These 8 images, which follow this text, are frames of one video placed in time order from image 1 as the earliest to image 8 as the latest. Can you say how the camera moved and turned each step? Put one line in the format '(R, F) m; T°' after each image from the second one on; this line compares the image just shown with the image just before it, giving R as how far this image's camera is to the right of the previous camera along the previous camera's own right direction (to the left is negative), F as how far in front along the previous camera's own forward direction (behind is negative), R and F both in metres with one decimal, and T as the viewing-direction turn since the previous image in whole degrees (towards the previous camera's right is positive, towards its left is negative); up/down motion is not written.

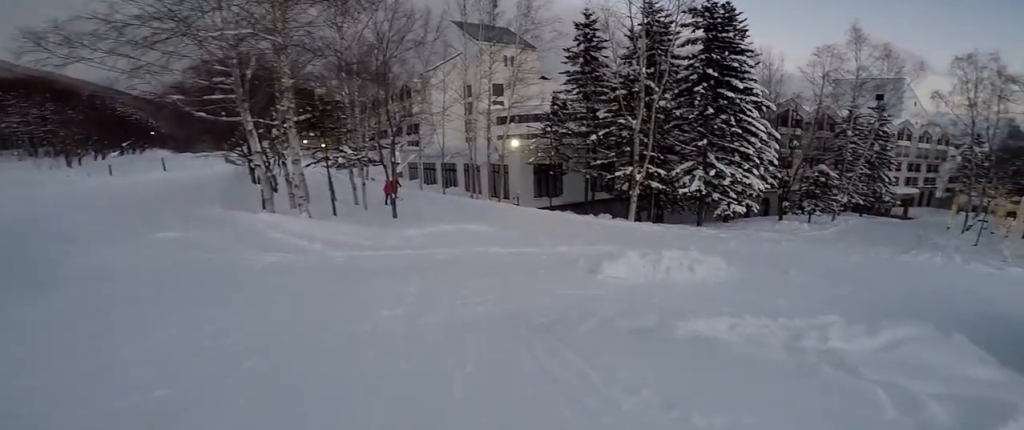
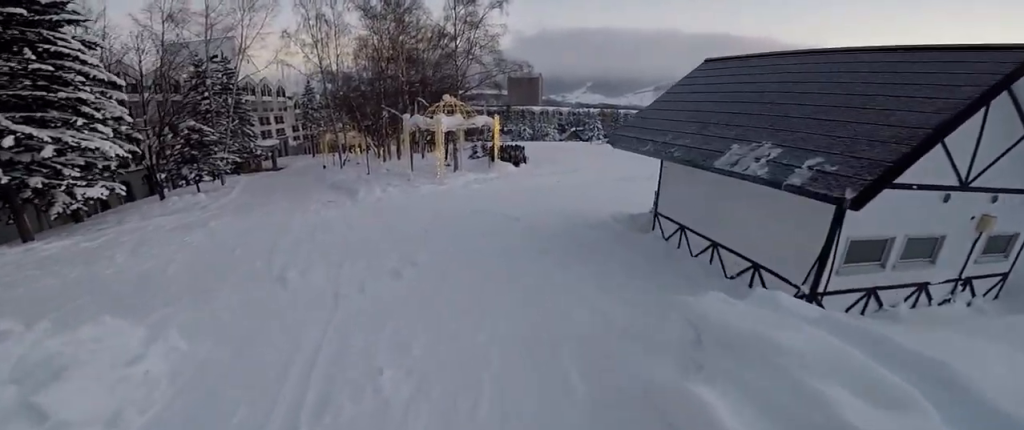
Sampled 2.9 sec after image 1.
(+7.1, +8.5) m; +50°
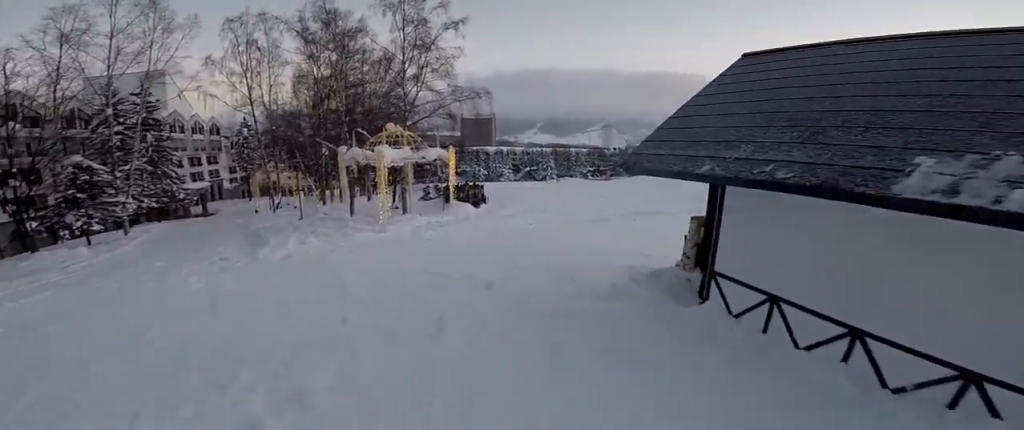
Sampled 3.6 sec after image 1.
(-0.2, +3.1) m; -6°
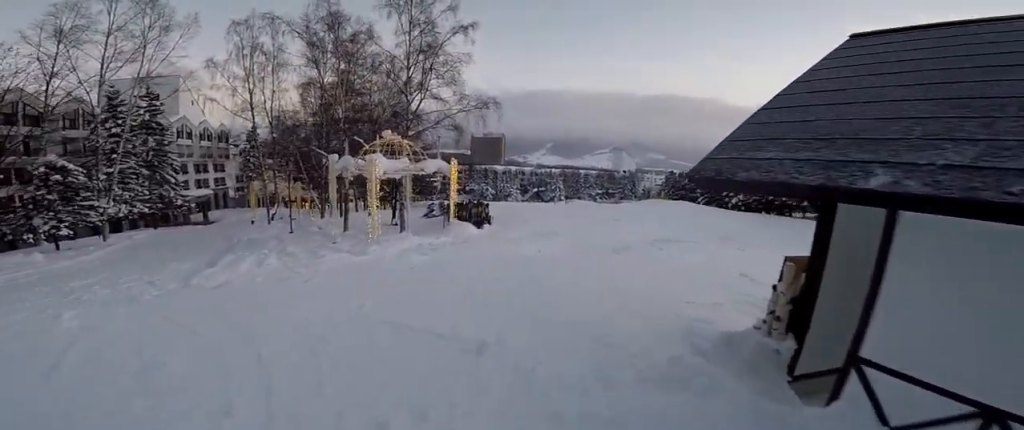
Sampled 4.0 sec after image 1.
(-0.1, +1.9) m; -2°
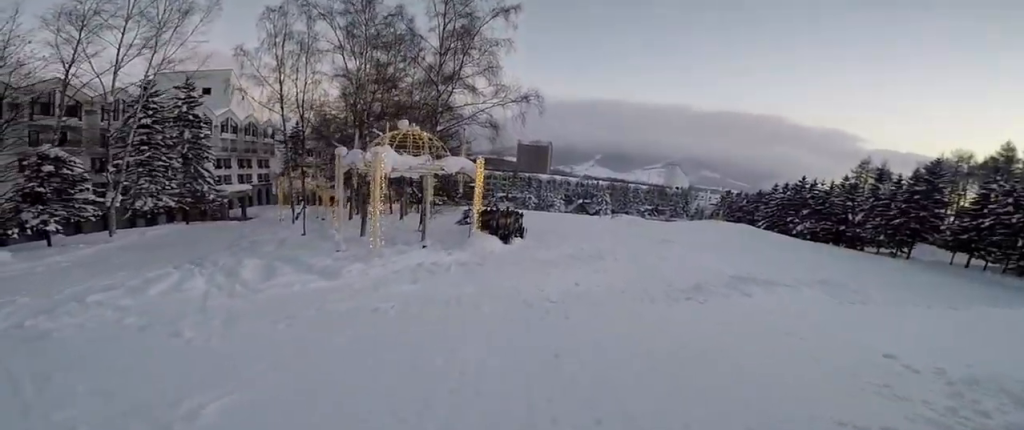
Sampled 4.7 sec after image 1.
(0.0, +2.7) m; -2°
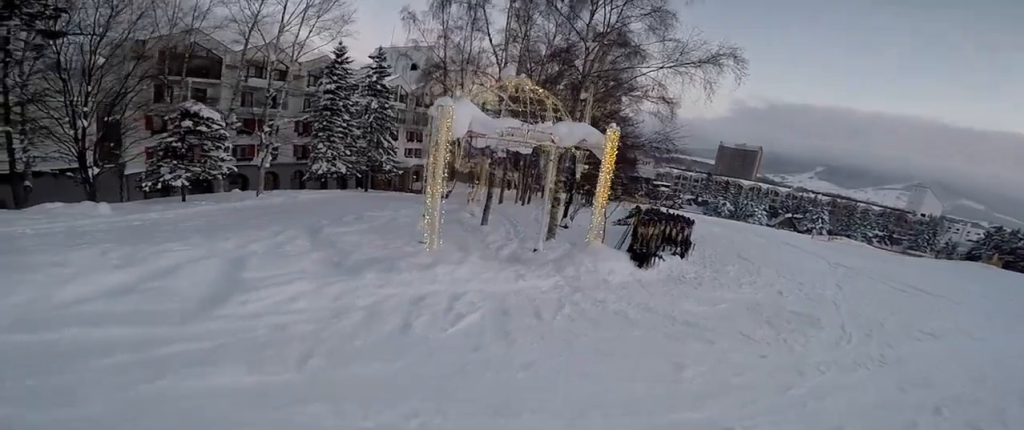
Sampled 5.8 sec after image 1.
(-0.4, +4.8) m; -16°
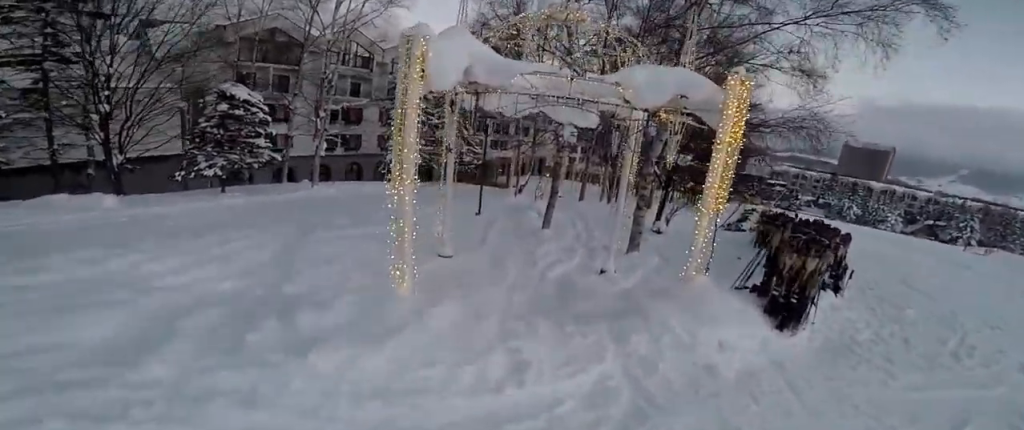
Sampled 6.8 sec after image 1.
(-0.9, +4.1) m; -10°
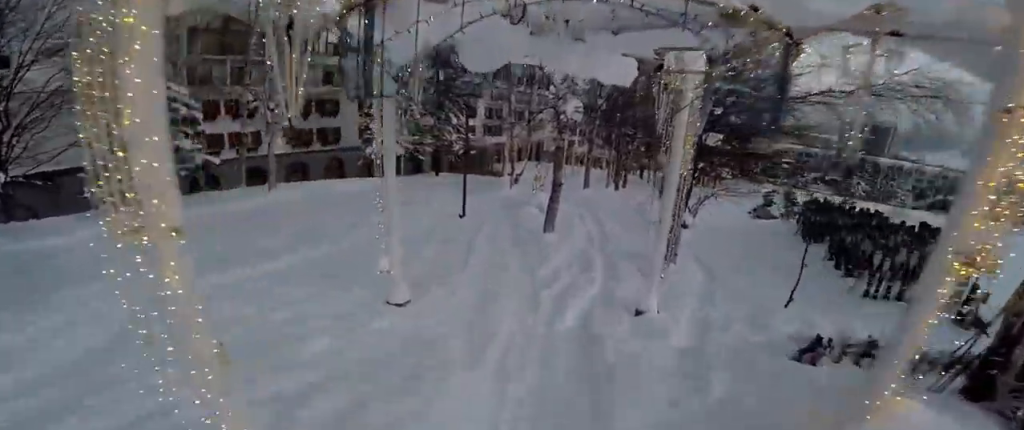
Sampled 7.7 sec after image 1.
(0.0, +3.6) m; +5°
